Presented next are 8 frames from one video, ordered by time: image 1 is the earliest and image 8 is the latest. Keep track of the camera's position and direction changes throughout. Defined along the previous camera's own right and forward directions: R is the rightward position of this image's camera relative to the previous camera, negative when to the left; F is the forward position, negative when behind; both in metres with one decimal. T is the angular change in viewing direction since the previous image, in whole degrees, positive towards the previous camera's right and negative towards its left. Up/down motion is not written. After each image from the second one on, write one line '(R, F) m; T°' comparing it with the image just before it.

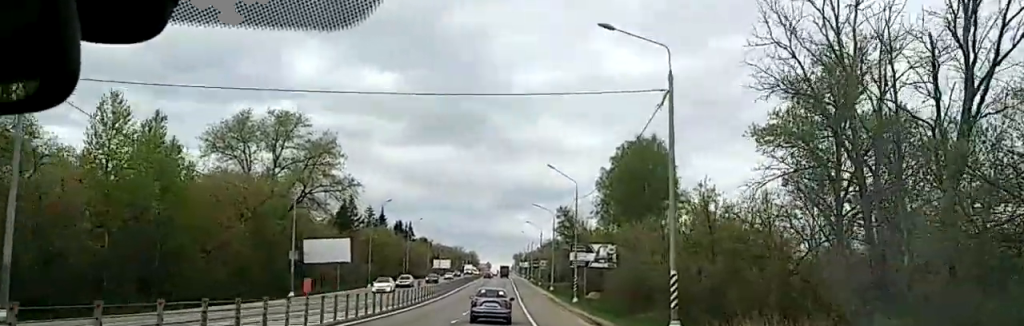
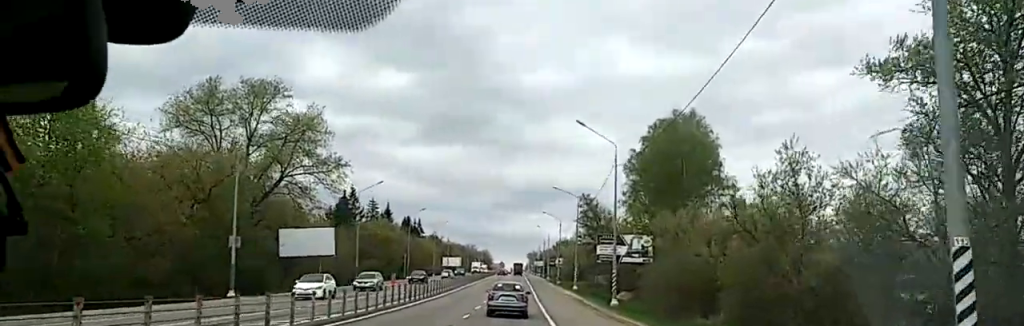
(-0.2, +17.4) m; -1°
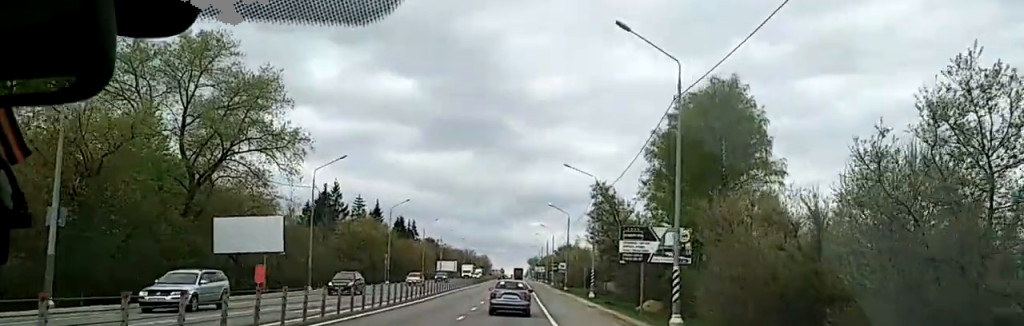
(0.0, +18.3) m; +1°
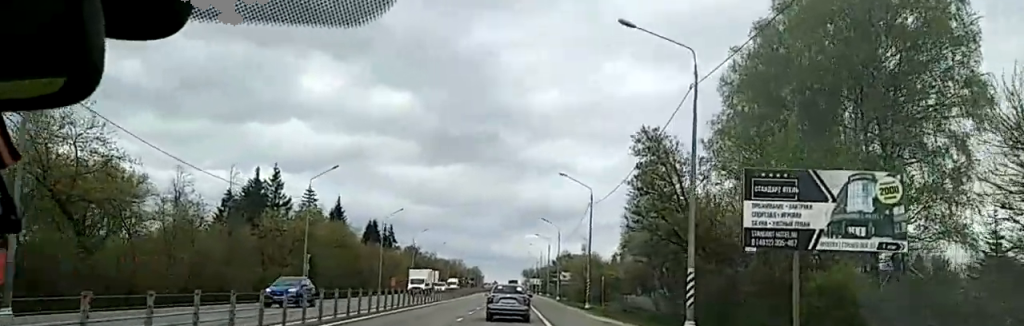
(+0.9, +37.9) m; +1°
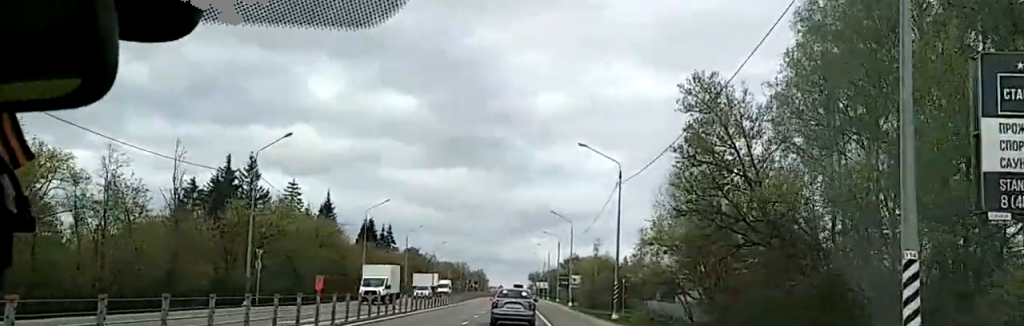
(0.0, +14.7) m; 0°
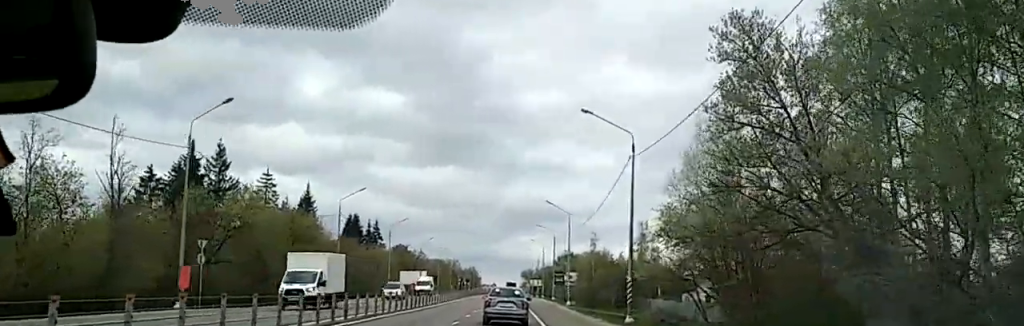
(0.0, +8.4) m; 0°
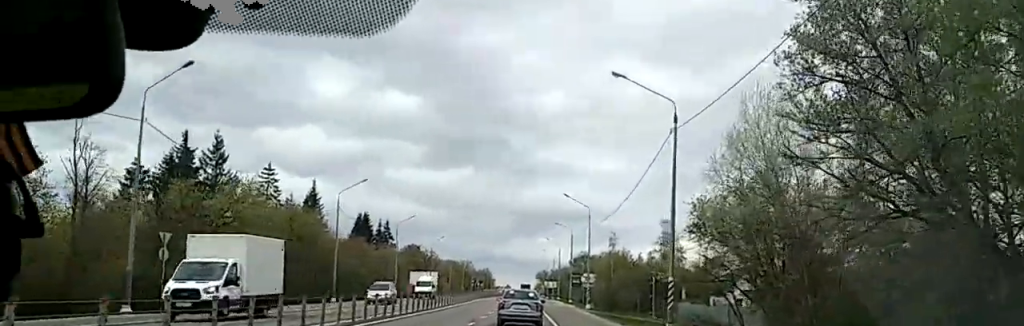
(+0.1, +7.2) m; 0°
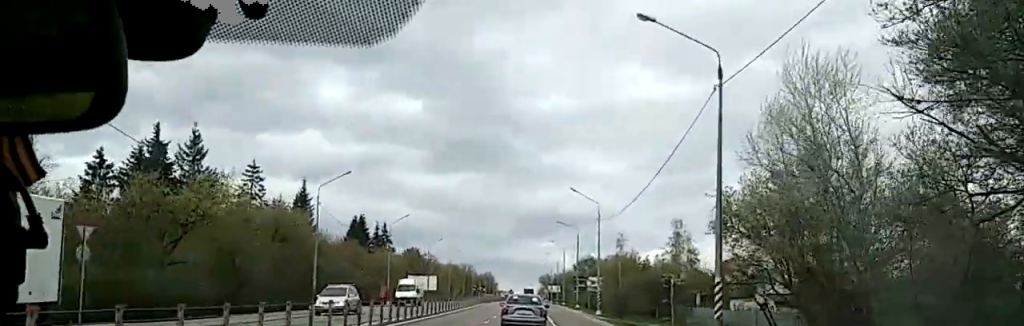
(-0.1, +7.6) m; +1°
